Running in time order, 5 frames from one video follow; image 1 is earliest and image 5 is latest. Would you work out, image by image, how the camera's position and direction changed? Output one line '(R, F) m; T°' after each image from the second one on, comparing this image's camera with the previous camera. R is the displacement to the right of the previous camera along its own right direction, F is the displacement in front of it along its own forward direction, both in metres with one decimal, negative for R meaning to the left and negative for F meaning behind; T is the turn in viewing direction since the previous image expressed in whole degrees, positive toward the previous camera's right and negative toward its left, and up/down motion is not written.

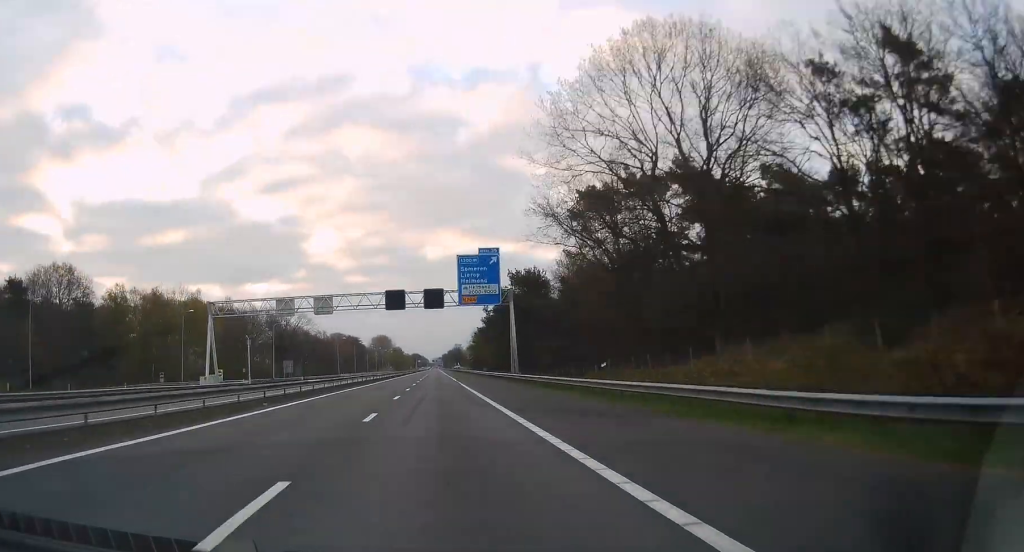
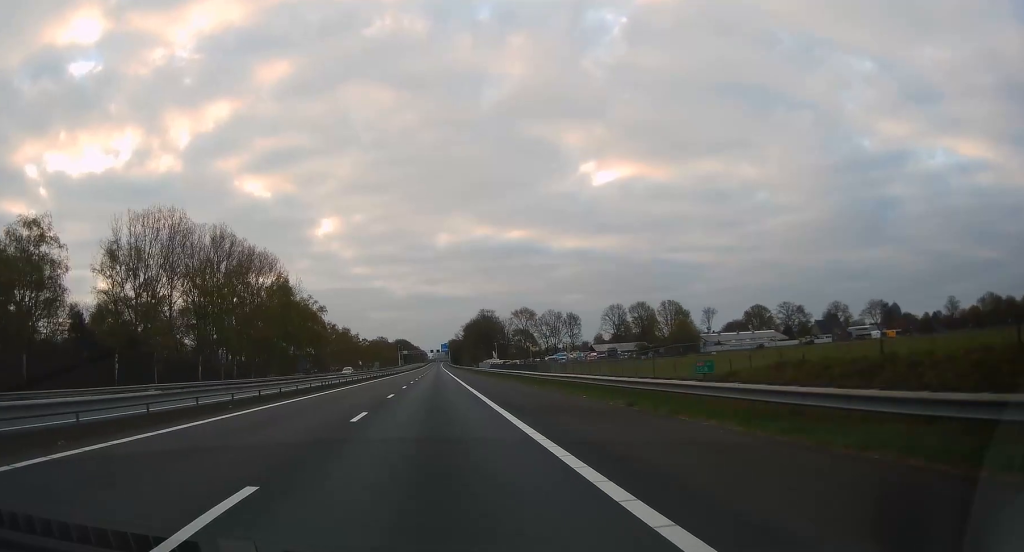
(+0.2, +365.9) m; 0°
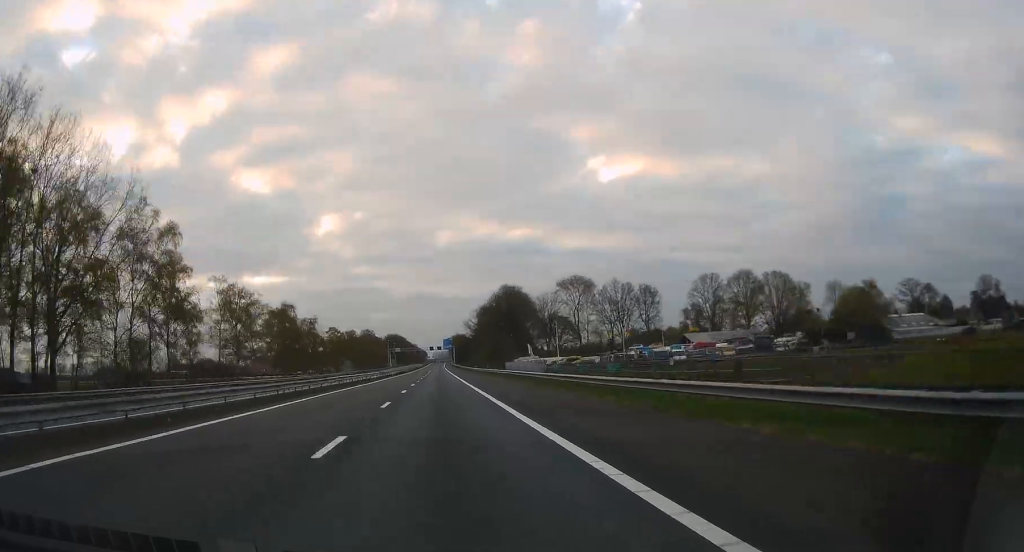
(-0.5, +87.7) m; 0°
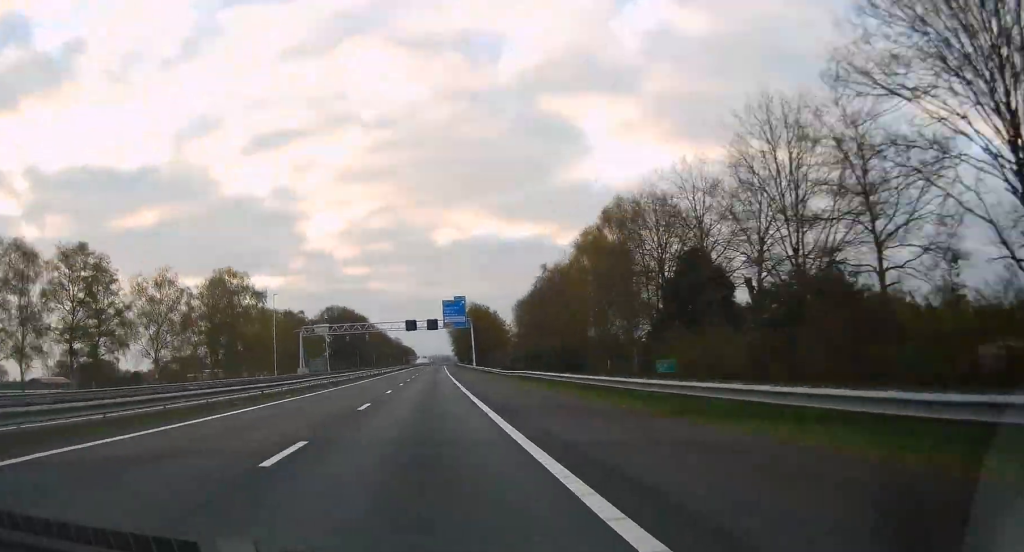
(+0.7, +199.7) m; 0°
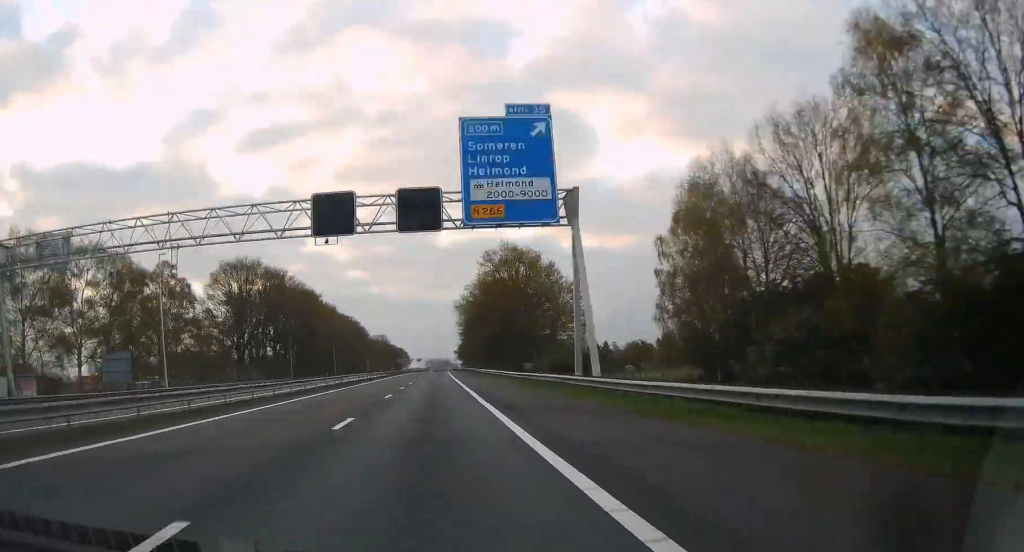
(+0.1, +92.6) m; 0°
